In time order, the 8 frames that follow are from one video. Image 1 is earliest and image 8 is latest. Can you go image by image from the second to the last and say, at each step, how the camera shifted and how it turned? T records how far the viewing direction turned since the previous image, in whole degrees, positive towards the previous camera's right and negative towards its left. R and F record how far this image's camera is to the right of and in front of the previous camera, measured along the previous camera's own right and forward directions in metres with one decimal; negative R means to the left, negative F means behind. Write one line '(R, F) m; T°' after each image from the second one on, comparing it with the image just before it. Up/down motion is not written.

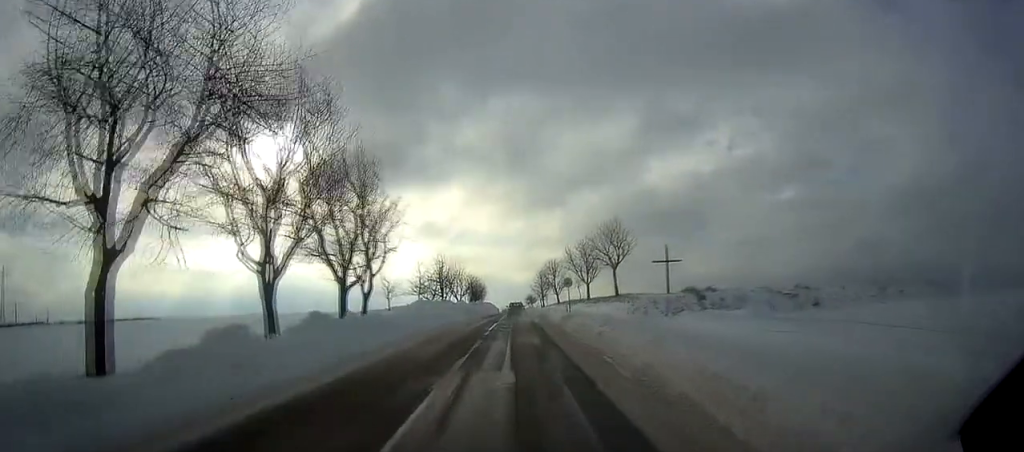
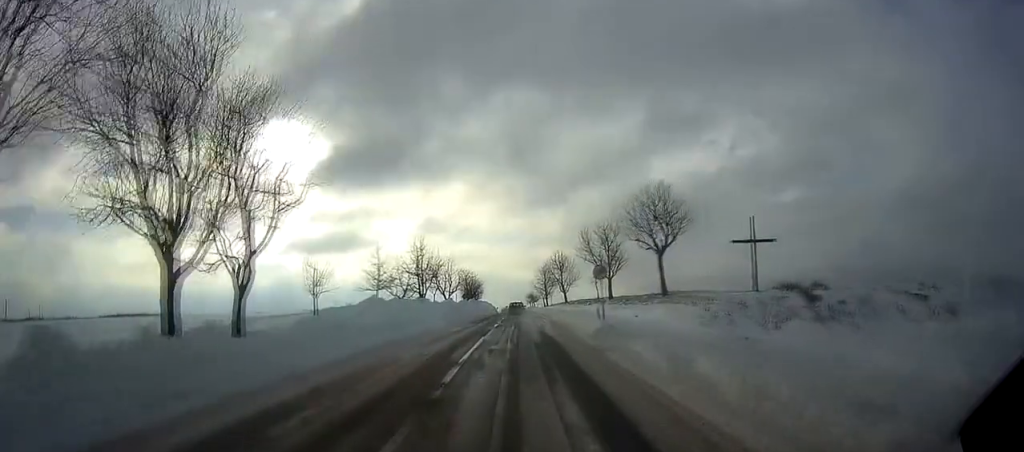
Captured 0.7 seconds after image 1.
(0.0, +14.8) m; 0°
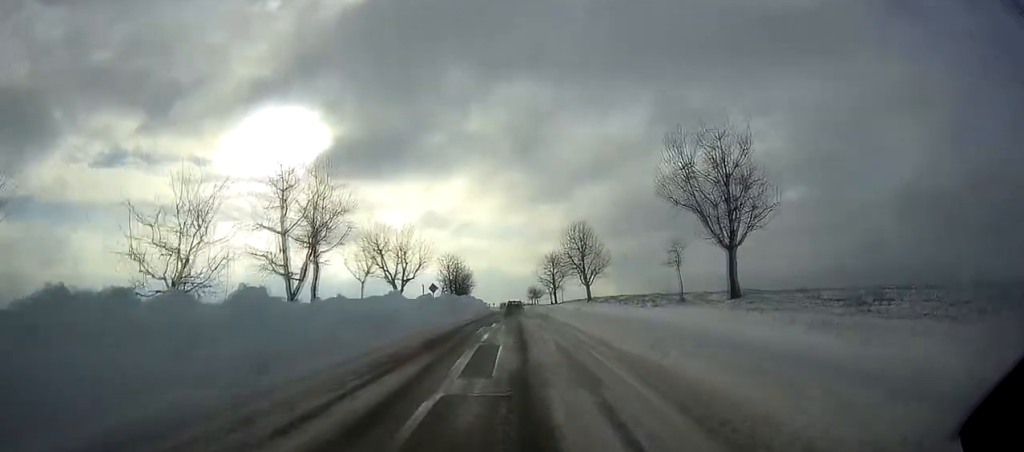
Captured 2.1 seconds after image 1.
(+0.2, +29.3) m; +1°
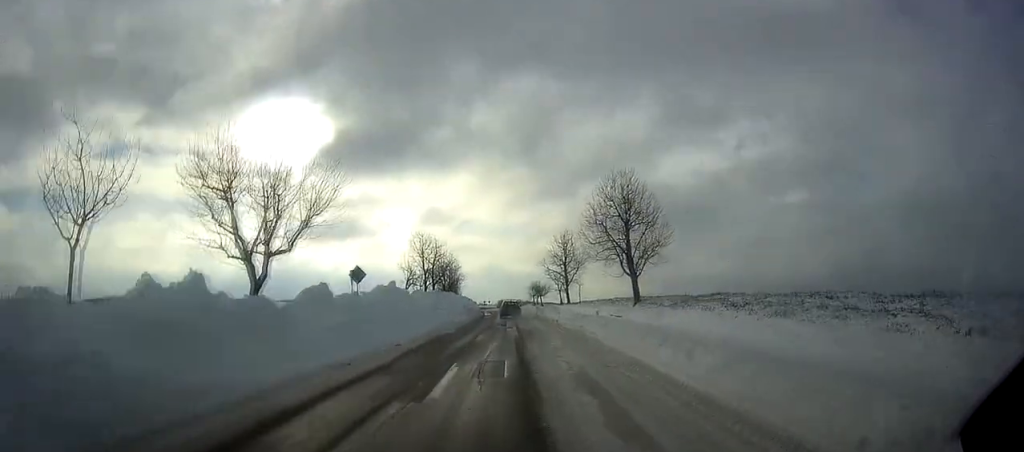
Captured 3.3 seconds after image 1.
(+0.2, +24.2) m; 0°
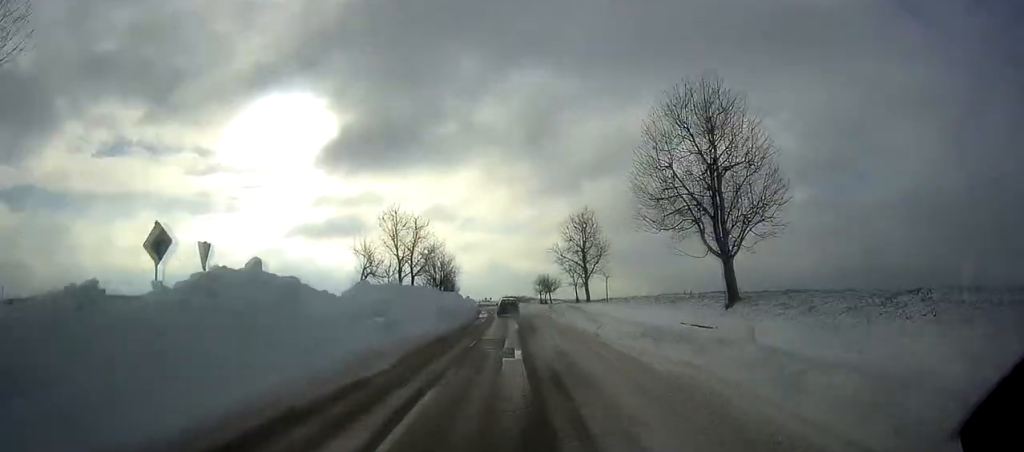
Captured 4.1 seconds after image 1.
(-0.2, +16.3) m; 0°
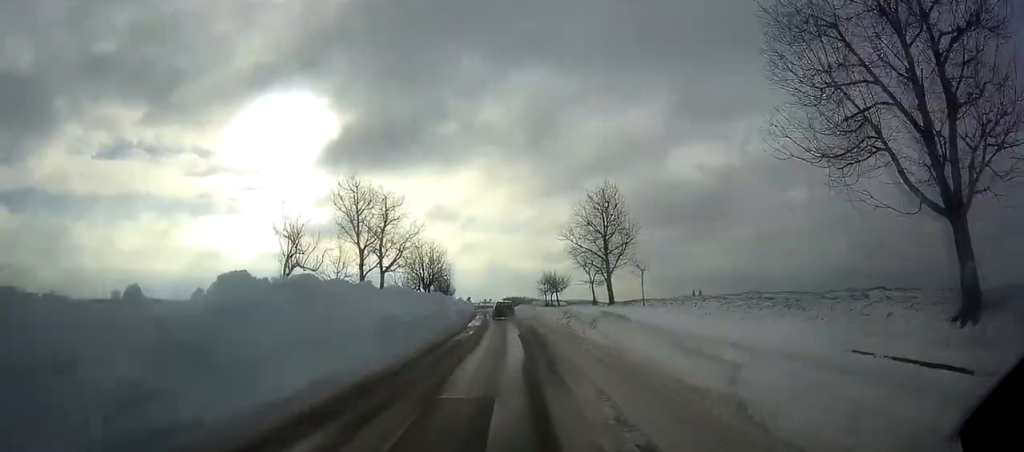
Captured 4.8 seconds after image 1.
(-0.1, +12.7) m; 0°
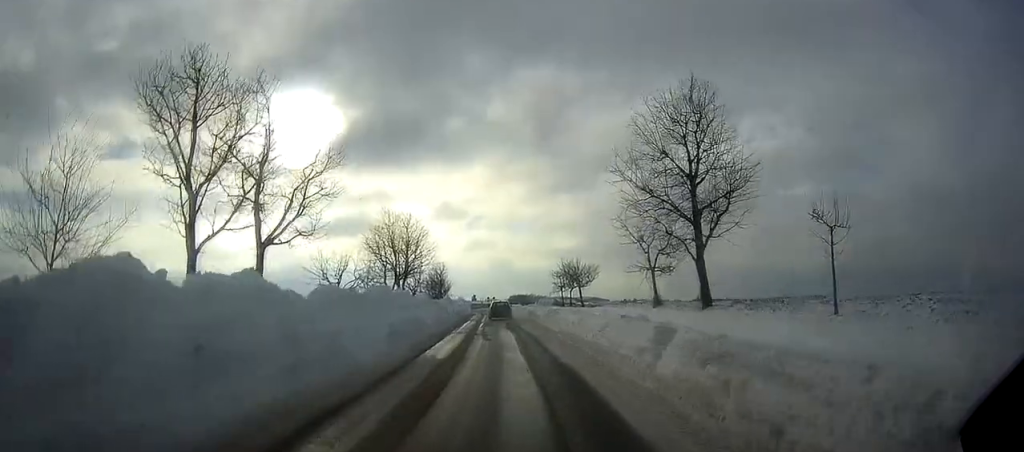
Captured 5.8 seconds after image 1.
(+0.2, +20.6) m; 0°
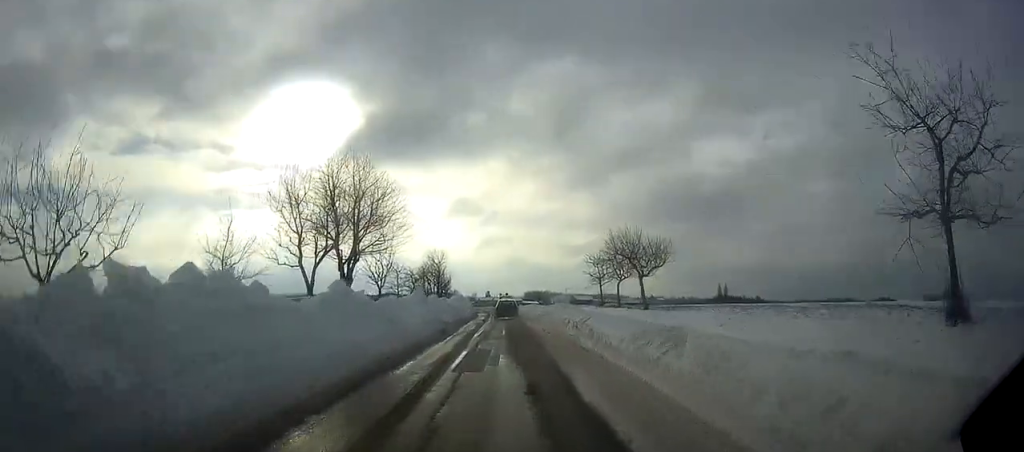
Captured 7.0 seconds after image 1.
(-0.1, +21.3) m; -1°
